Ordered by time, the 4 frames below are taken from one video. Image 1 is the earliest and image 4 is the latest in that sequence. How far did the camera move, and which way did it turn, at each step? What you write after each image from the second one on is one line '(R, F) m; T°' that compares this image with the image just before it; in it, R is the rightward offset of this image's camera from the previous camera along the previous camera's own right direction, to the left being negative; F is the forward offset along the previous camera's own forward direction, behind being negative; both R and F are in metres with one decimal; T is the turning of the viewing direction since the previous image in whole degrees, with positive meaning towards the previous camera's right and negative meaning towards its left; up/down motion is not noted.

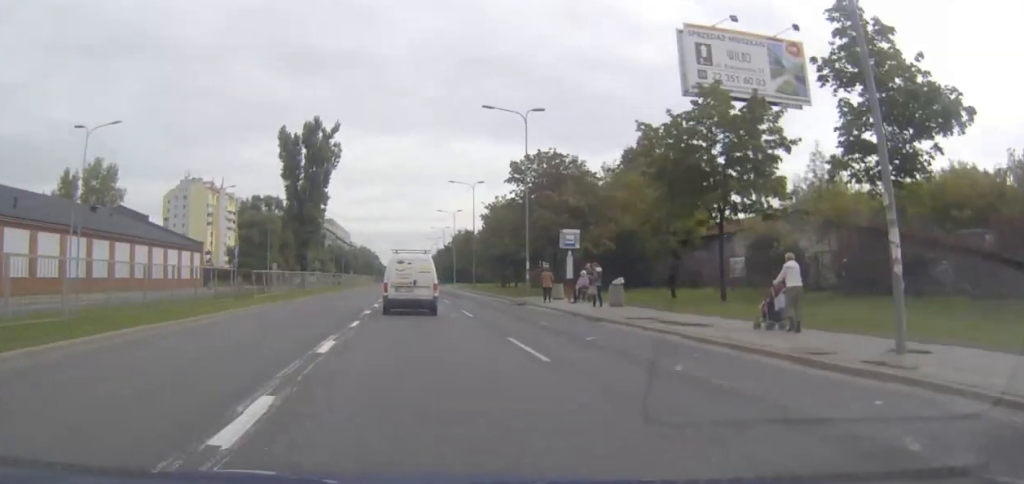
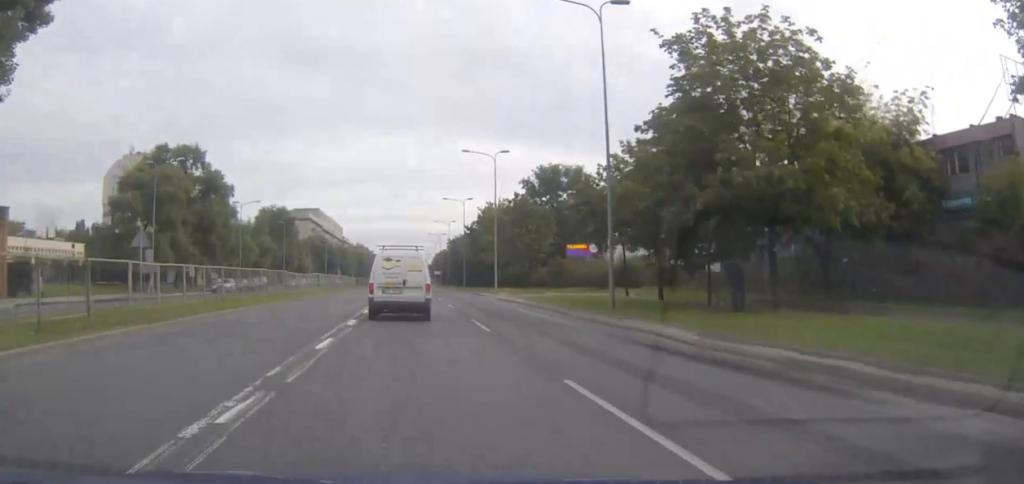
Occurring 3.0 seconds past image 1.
(-0.1, +53.6) m; 0°
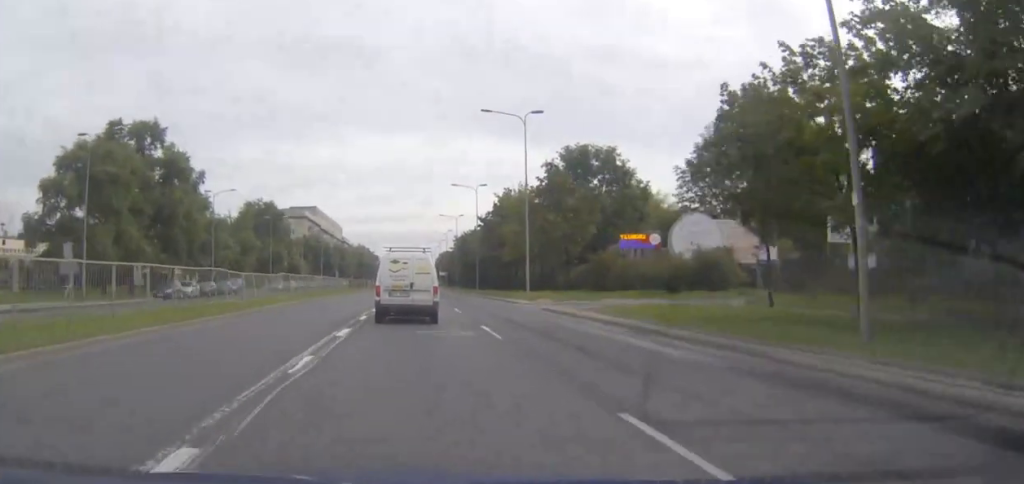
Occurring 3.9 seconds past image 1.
(0.0, +15.0) m; 0°
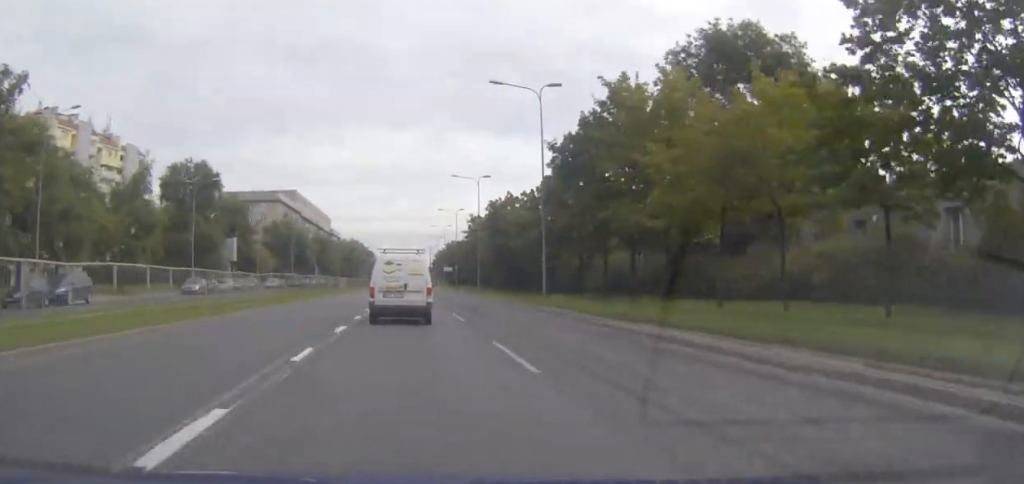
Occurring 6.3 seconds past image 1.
(-0.1, +41.1) m; 0°
